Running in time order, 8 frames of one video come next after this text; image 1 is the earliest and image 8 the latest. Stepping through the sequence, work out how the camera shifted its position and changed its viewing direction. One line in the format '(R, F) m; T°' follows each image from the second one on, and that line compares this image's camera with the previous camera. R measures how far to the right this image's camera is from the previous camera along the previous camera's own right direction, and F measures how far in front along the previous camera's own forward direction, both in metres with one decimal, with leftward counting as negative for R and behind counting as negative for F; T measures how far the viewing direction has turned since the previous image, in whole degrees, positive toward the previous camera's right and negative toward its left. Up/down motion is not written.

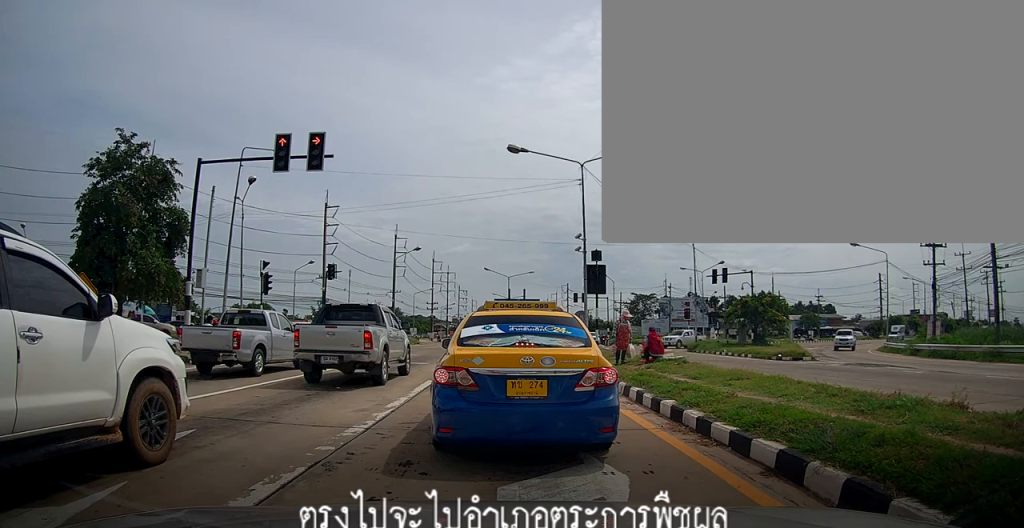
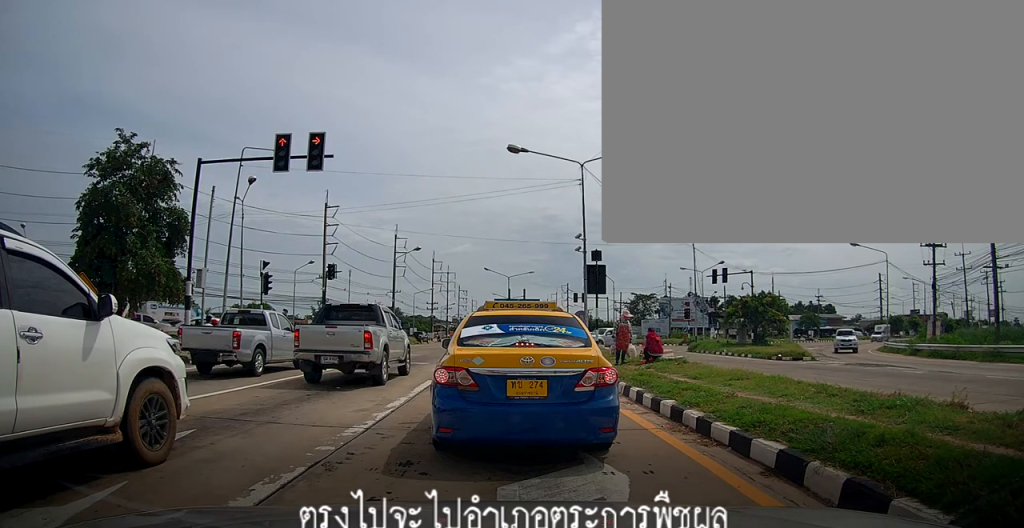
(0.0, 0.0) m; 0°
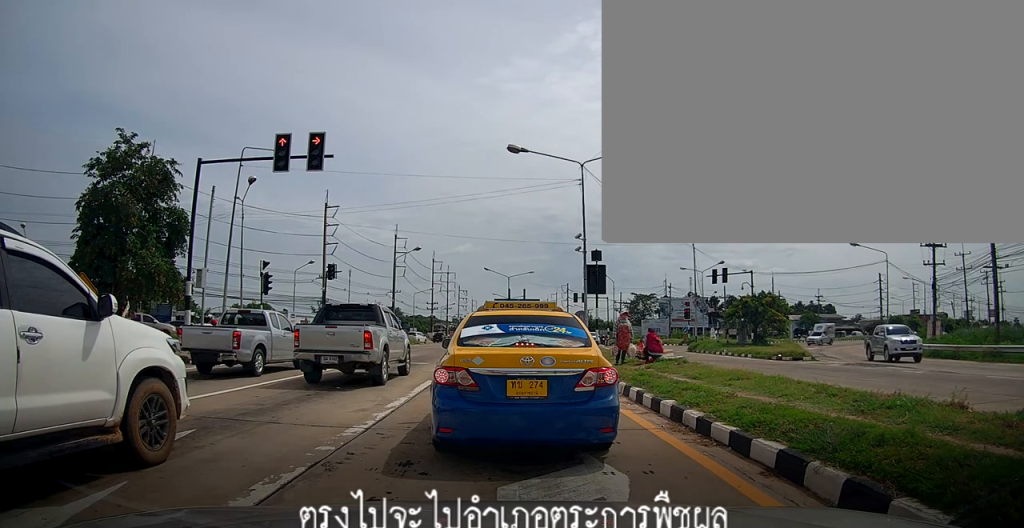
(0.0, 0.0) m; 0°
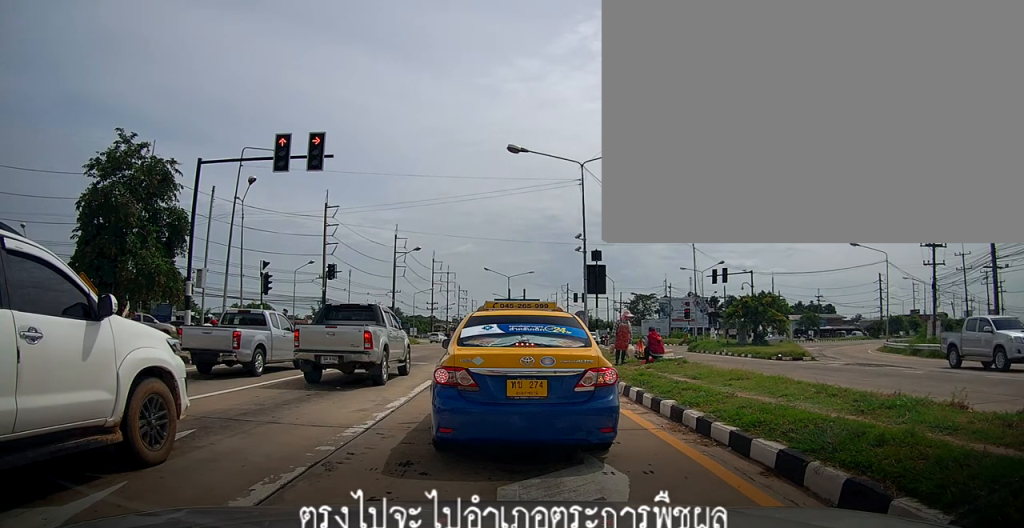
(0.0, 0.0) m; 0°
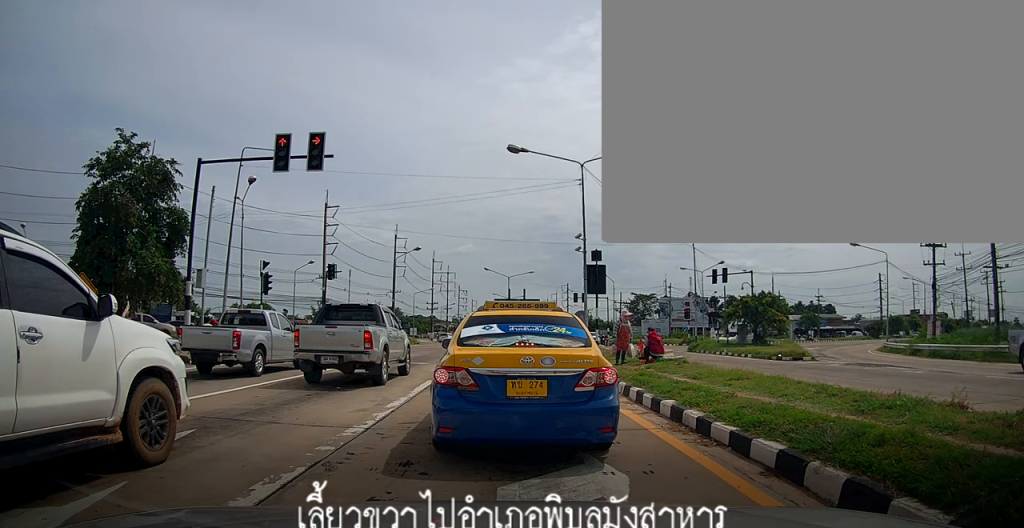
(0.0, 0.0) m; 0°
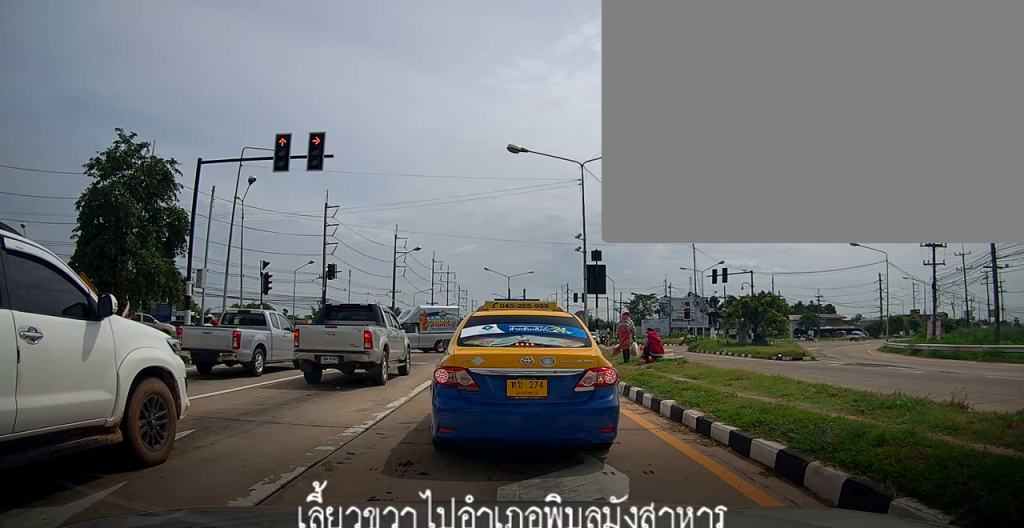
(0.0, 0.0) m; 0°
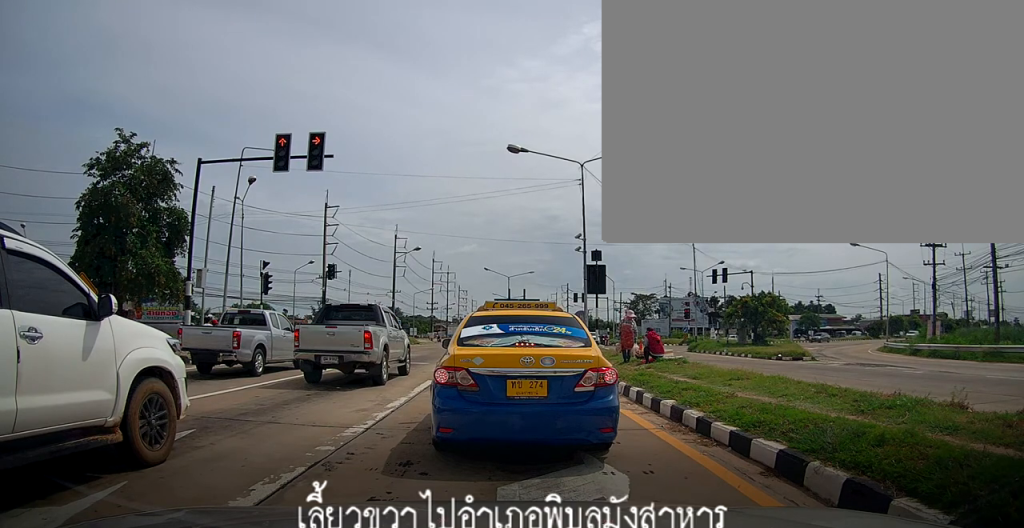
(0.0, 0.0) m; 0°
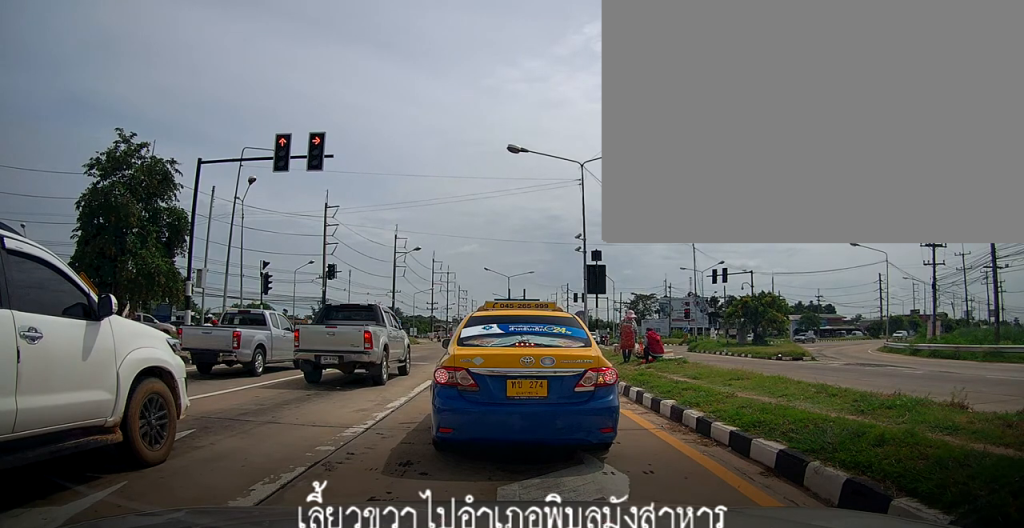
(0.0, 0.0) m; 0°
